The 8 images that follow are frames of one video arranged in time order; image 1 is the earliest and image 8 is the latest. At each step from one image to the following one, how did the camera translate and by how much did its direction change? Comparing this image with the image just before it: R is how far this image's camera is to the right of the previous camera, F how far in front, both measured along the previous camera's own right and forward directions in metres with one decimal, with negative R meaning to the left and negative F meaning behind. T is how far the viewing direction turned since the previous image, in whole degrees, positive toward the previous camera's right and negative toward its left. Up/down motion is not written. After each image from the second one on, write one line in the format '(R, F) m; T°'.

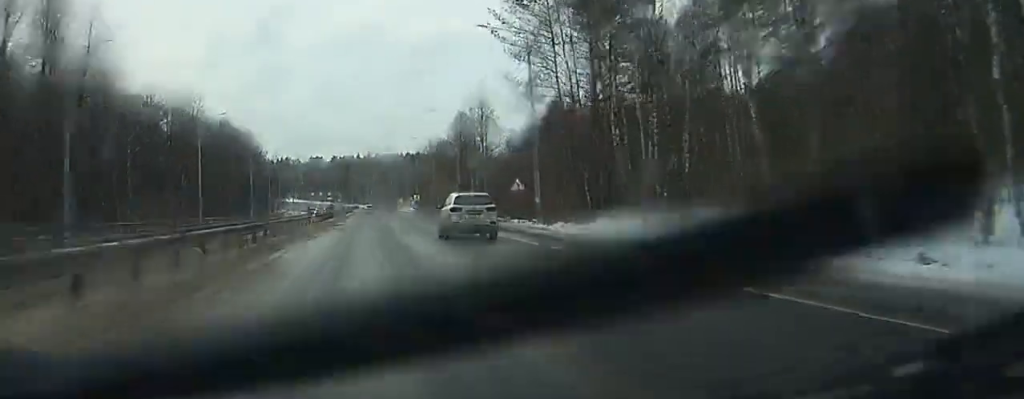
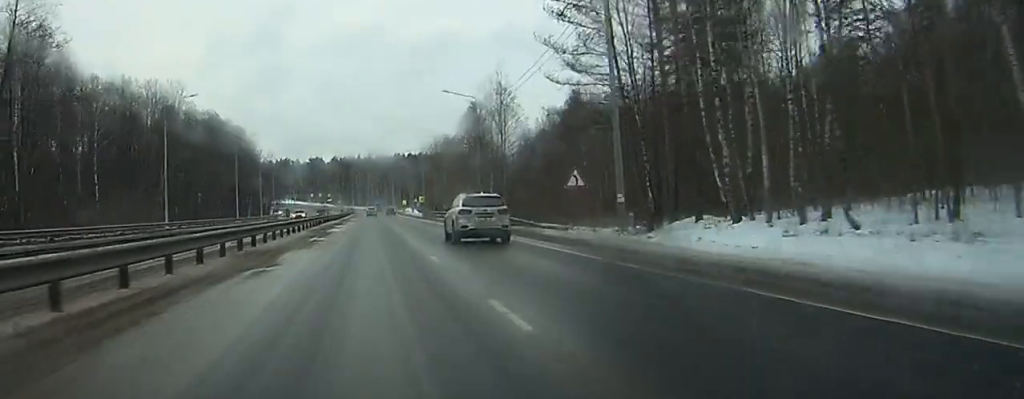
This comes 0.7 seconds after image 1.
(-0.1, +15.9) m; 0°
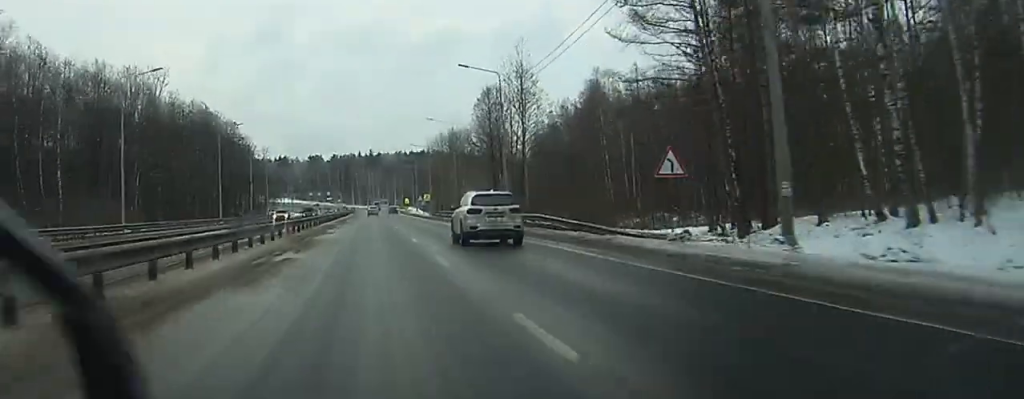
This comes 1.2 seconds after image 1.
(0.0, +13.4) m; 0°
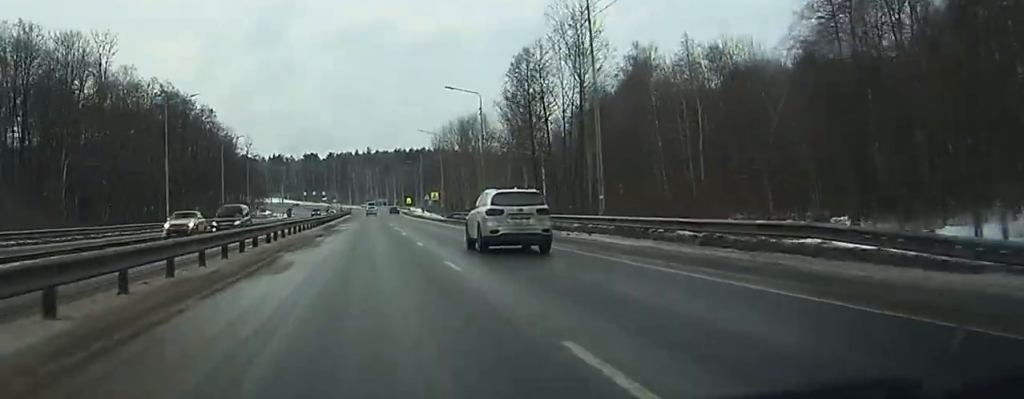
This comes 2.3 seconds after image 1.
(+0.1, +24.9) m; 0°
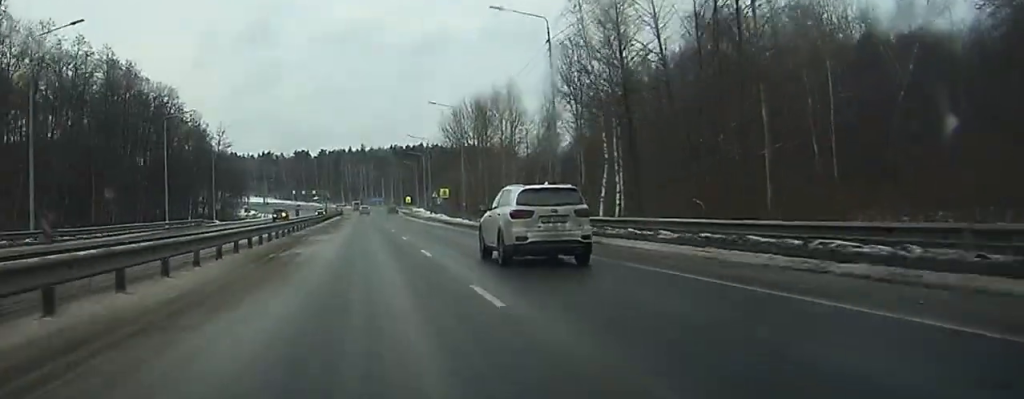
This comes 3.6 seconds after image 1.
(+0.1, +27.7) m; +1°
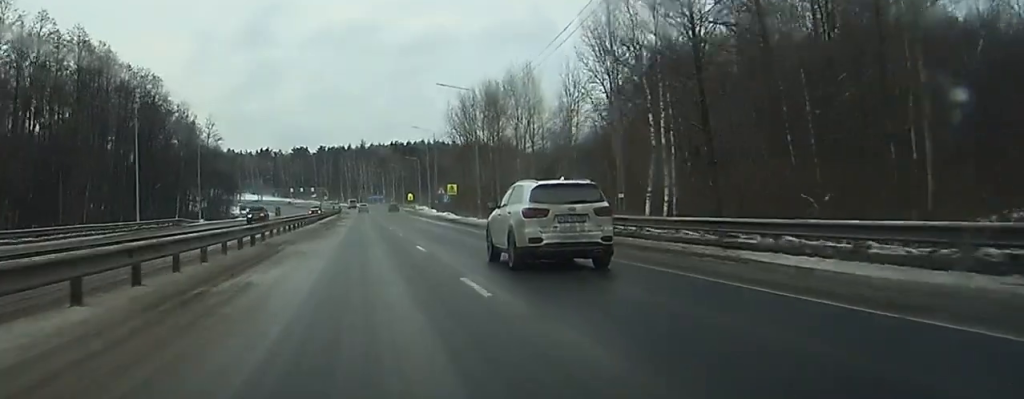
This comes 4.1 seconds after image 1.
(-0.1, +10.1) m; +1°
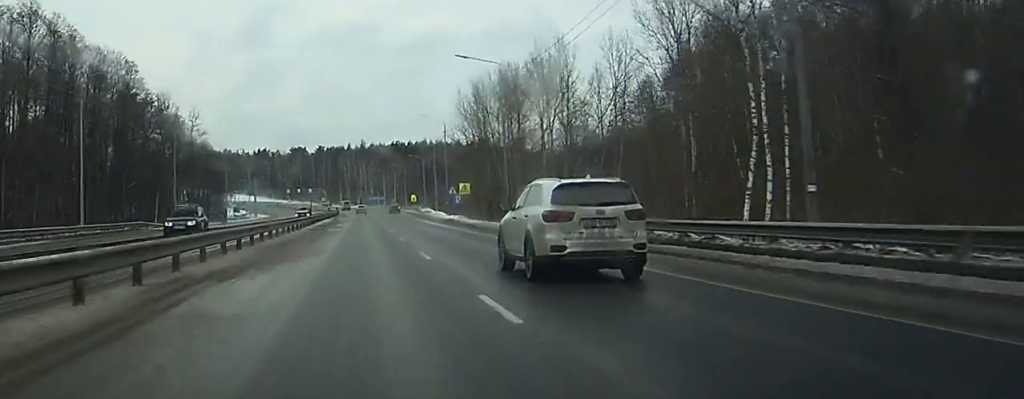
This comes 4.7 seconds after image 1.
(+0.3, +13.4) m; -1°
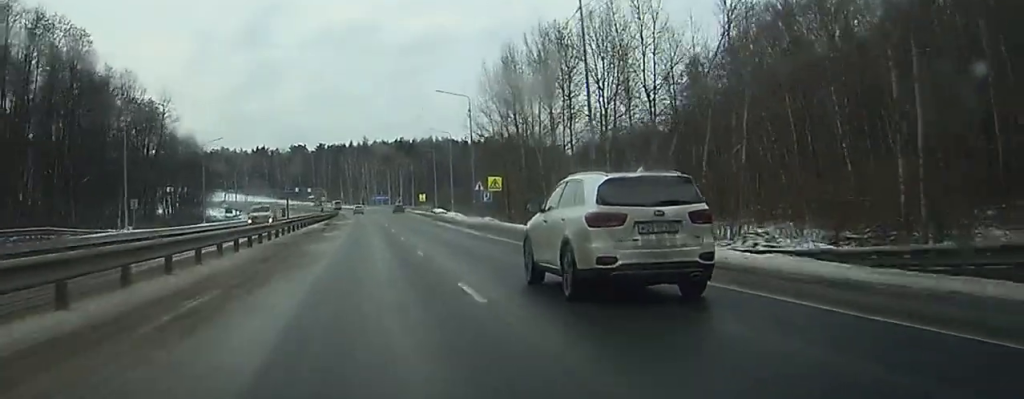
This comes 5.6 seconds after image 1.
(-0.3, +22.3) m; -1°
